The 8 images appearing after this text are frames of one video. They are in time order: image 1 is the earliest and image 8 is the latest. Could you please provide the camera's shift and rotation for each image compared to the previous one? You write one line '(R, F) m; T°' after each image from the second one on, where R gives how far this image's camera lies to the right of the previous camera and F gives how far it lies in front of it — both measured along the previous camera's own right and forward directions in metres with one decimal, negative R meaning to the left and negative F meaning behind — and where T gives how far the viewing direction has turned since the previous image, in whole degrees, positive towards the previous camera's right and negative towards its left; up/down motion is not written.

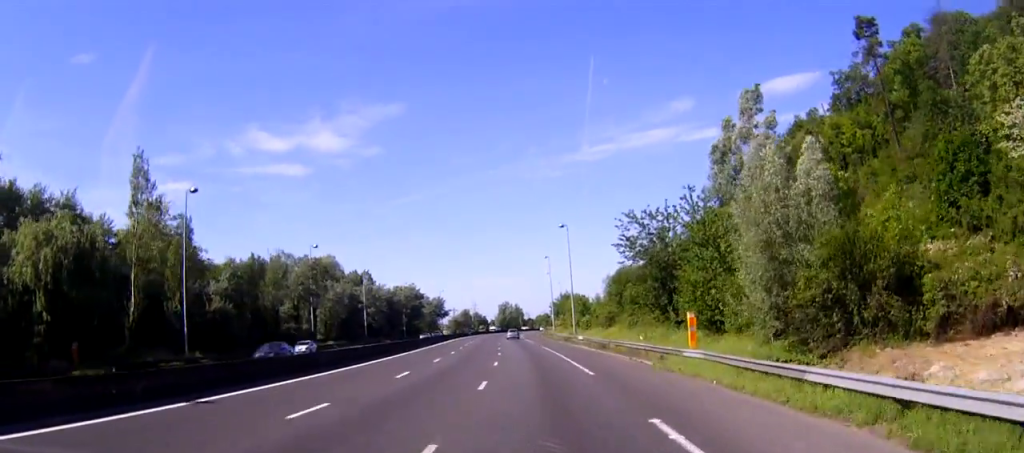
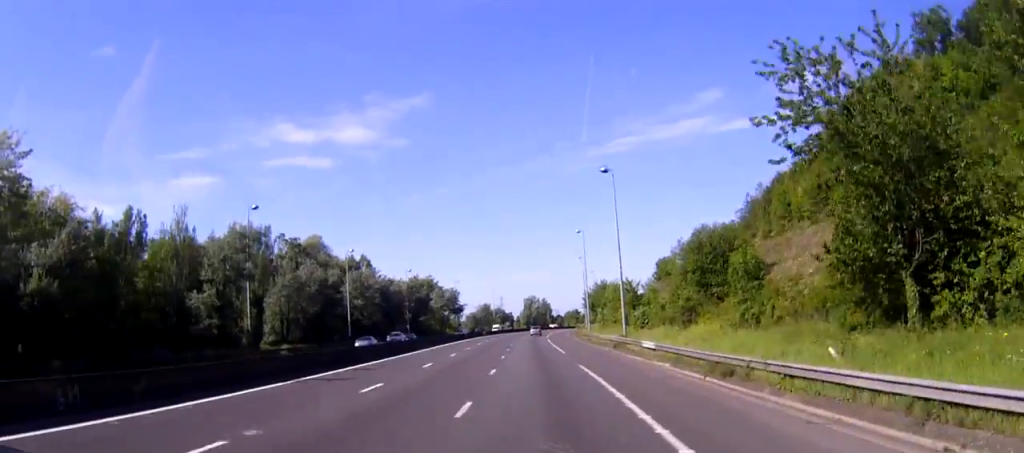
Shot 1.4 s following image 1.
(-0.6, +32.4) m; -2°
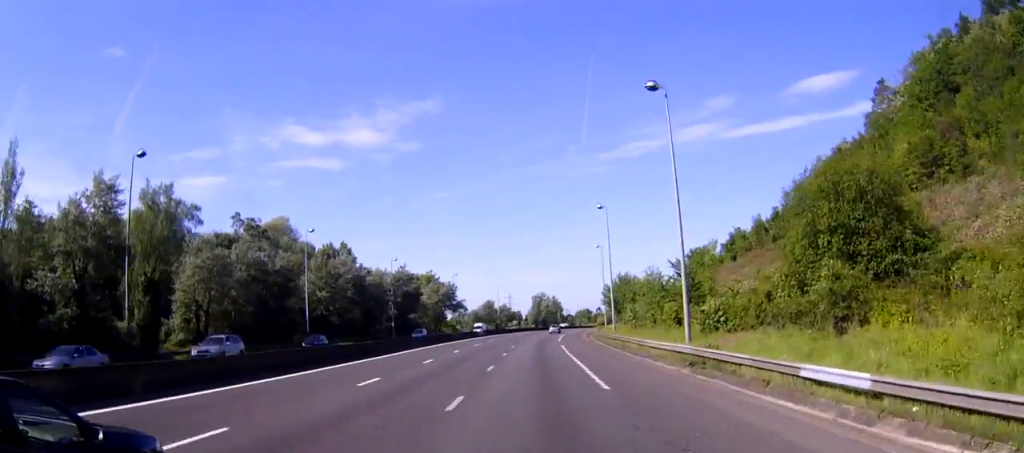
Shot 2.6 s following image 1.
(-0.2, +25.7) m; 0°
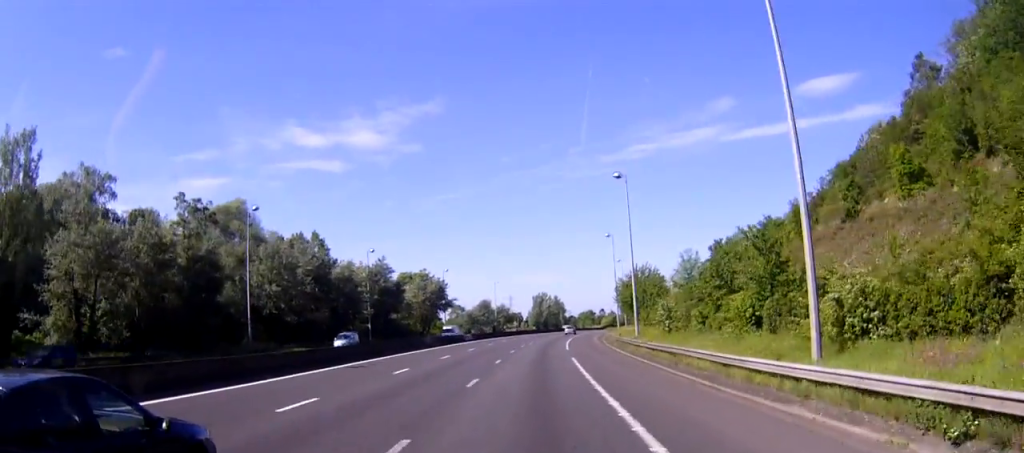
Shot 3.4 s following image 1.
(0.0, +19.5) m; 0°
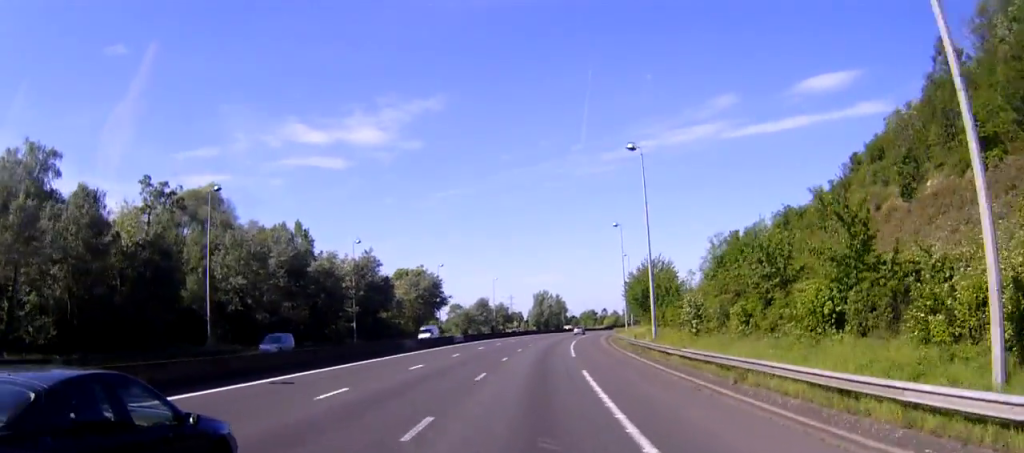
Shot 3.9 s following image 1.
(0.0, +9.9) m; 0°
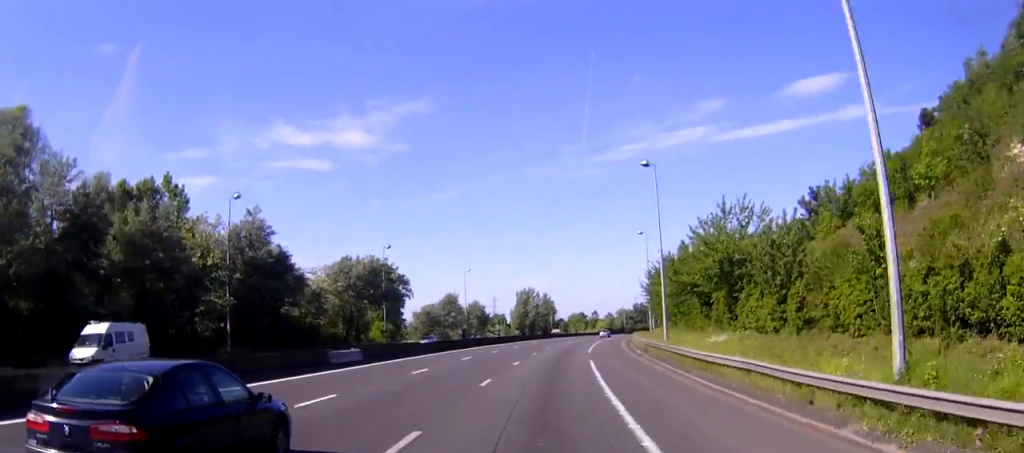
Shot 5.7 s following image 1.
(+0.3, +41.7) m; +1°
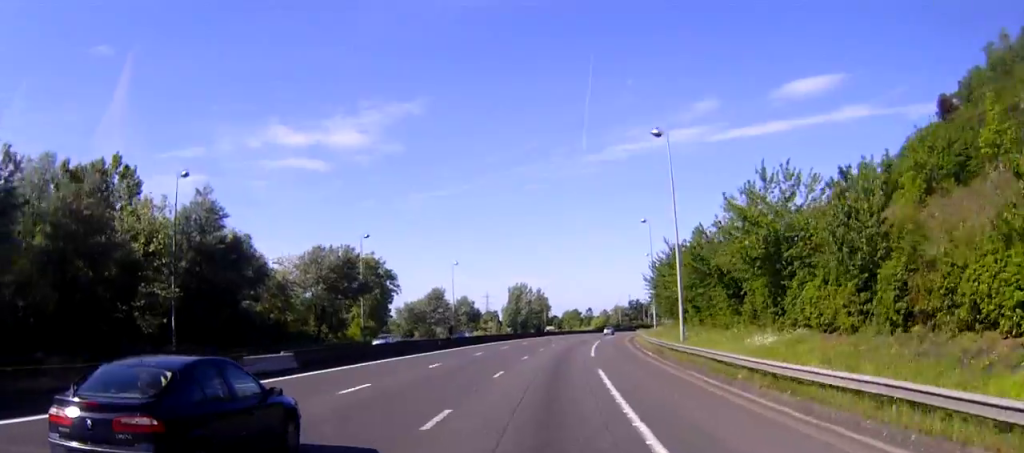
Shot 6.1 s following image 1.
(+0.1, +10.1) m; 0°
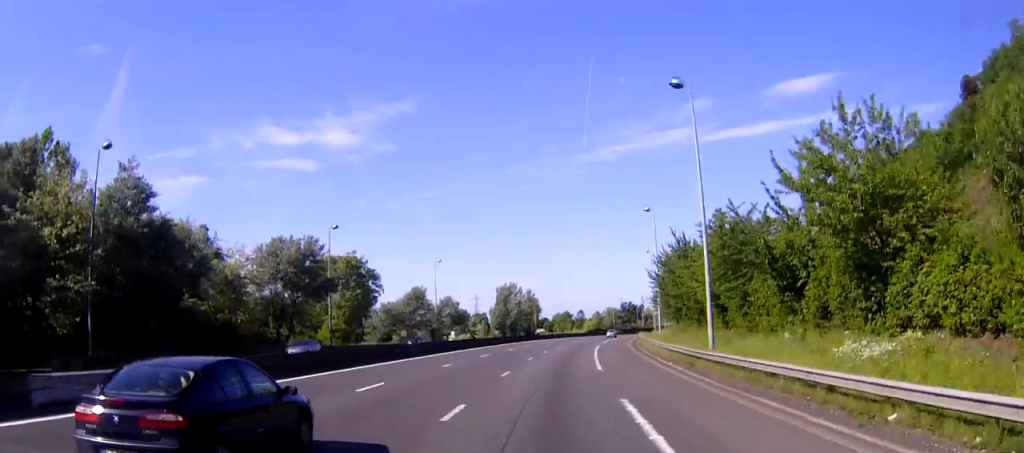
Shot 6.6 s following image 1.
(0.0, +11.5) m; 0°
